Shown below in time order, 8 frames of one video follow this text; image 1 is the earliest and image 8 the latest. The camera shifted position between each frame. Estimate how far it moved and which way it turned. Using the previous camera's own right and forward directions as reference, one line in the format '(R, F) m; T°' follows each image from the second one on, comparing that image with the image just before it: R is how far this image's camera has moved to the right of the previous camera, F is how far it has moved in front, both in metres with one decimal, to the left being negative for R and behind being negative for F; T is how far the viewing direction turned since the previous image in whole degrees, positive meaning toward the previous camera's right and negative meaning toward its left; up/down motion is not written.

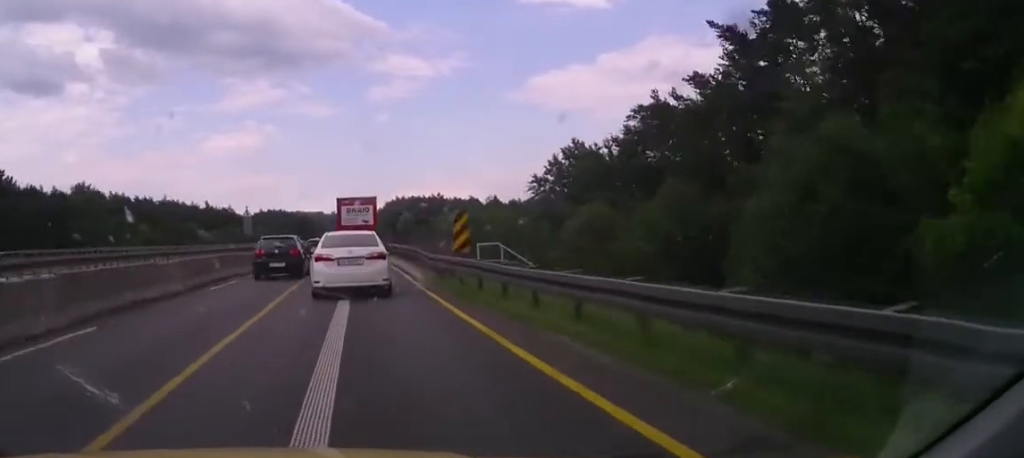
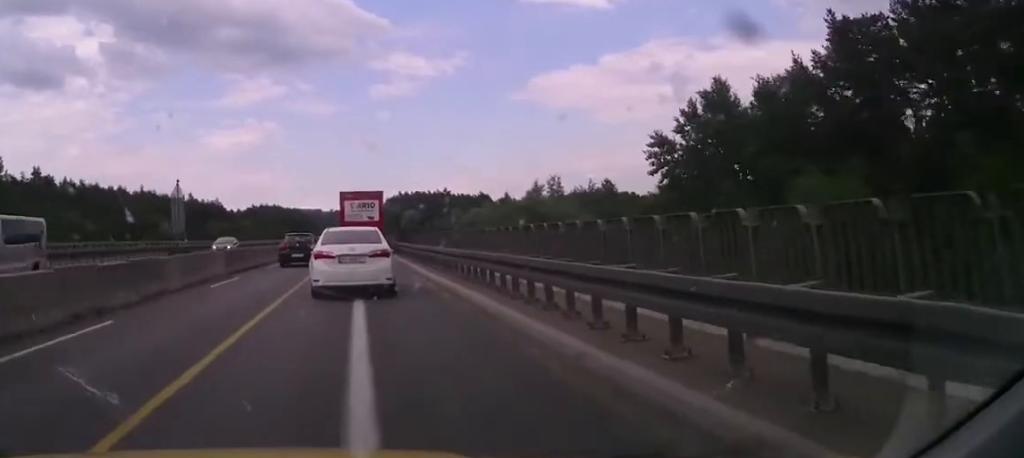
(0.0, +31.3) m; 0°
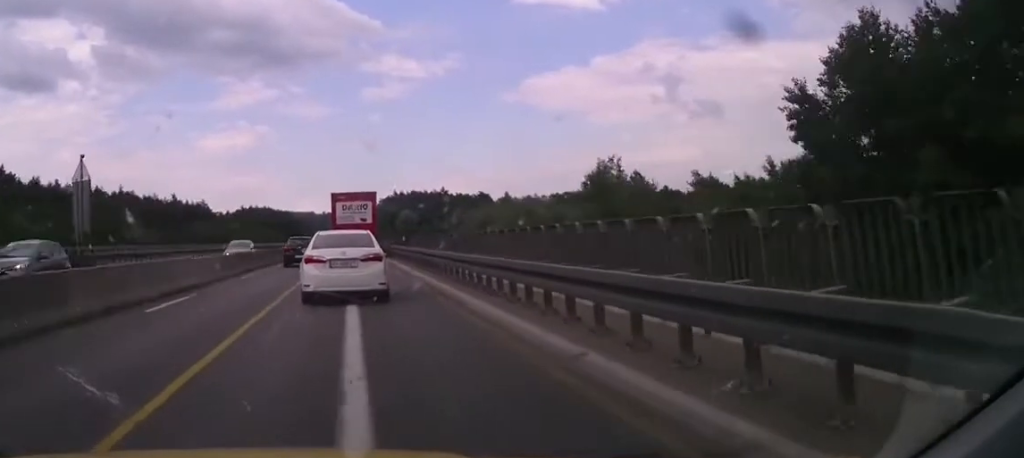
(0.0, +17.0) m; 0°
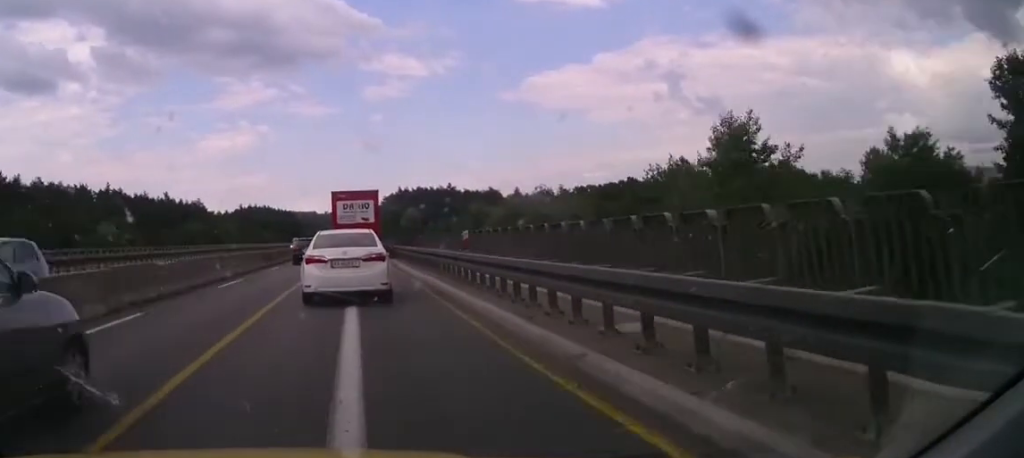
(0.0, +16.1) m; 0°
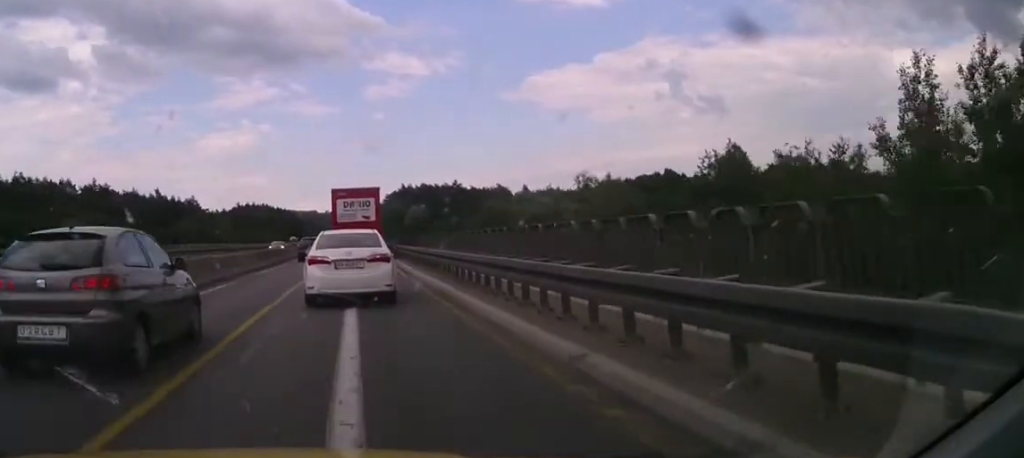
(0.0, +14.6) m; 0°
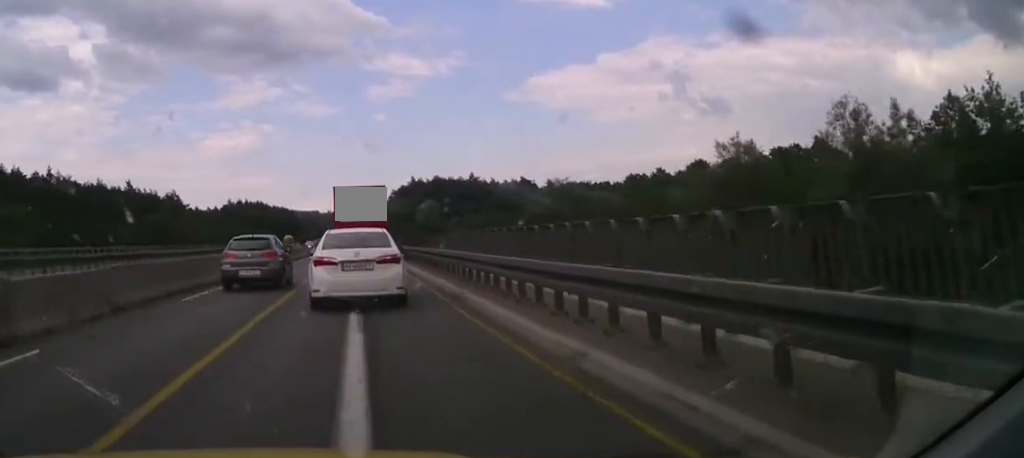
(0.0, +38.1) m; 0°
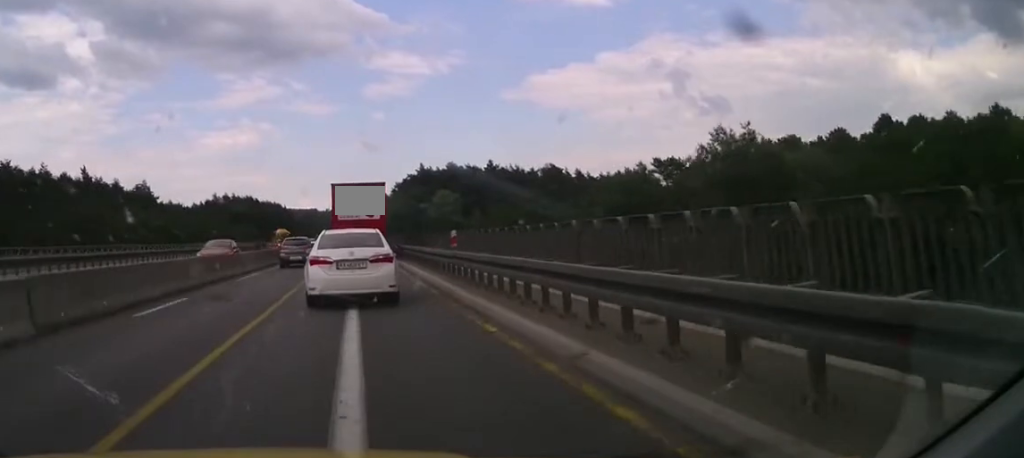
(+0.1, +40.2) m; +1°
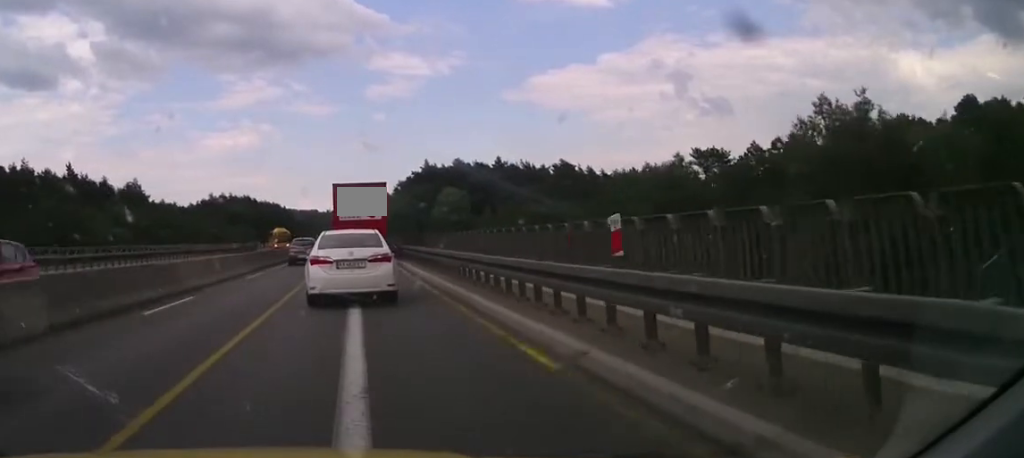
(0.0, +11.1) m; 0°
